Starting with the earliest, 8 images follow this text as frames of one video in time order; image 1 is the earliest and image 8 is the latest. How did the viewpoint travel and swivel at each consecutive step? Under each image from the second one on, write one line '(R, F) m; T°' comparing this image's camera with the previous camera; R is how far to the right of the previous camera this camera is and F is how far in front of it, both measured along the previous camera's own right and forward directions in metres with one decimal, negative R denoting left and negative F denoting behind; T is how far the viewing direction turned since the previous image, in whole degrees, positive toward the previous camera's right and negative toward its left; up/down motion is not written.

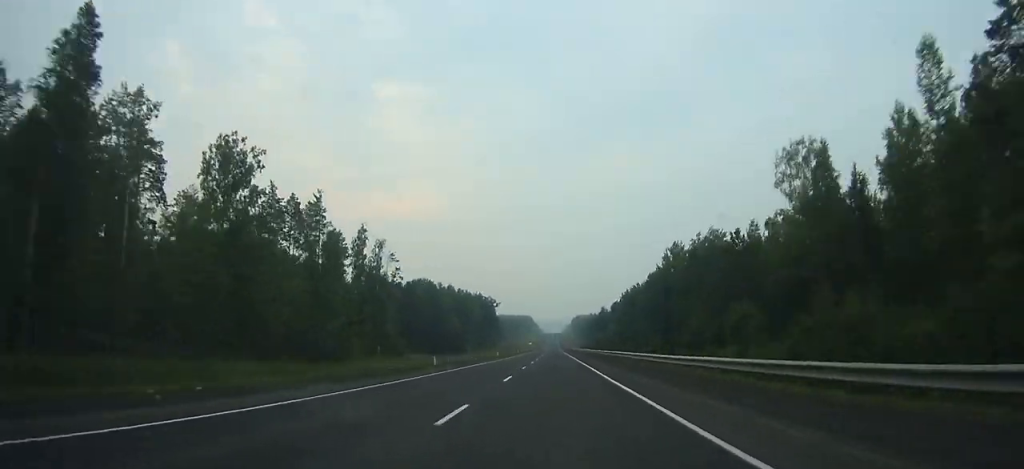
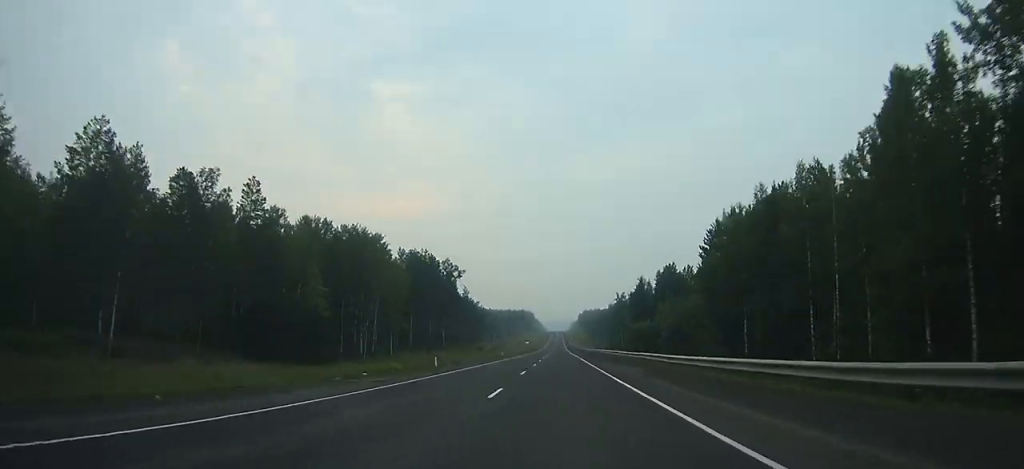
(-0.2, +104.7) m; 0°
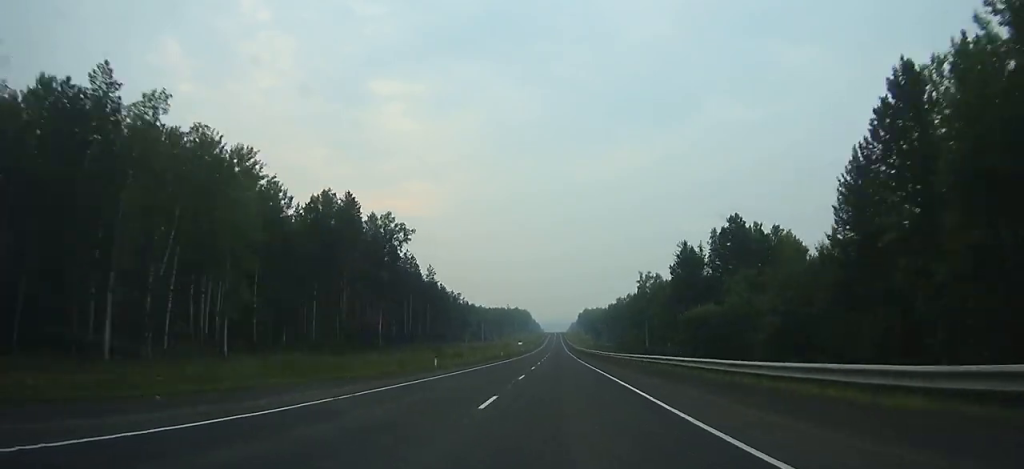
(0.0, +49.7) m; 0°
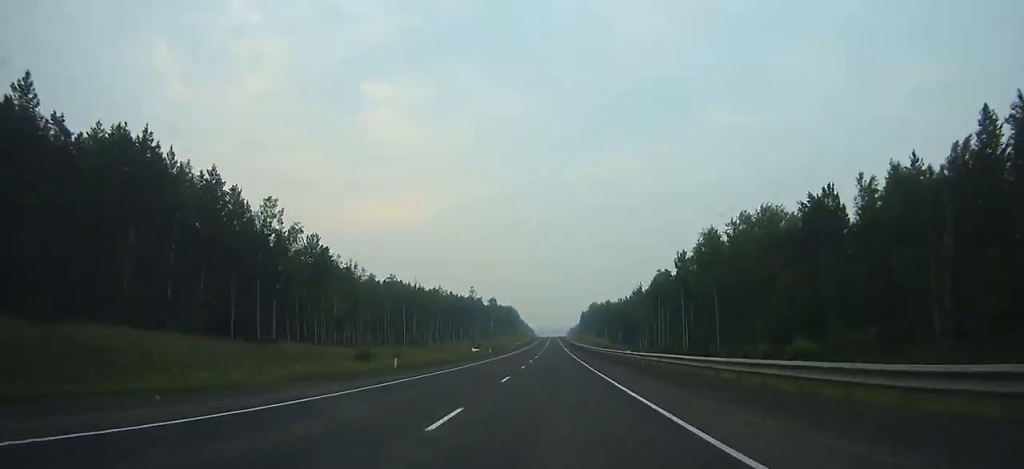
(+0.3, +156.7) m; 0°
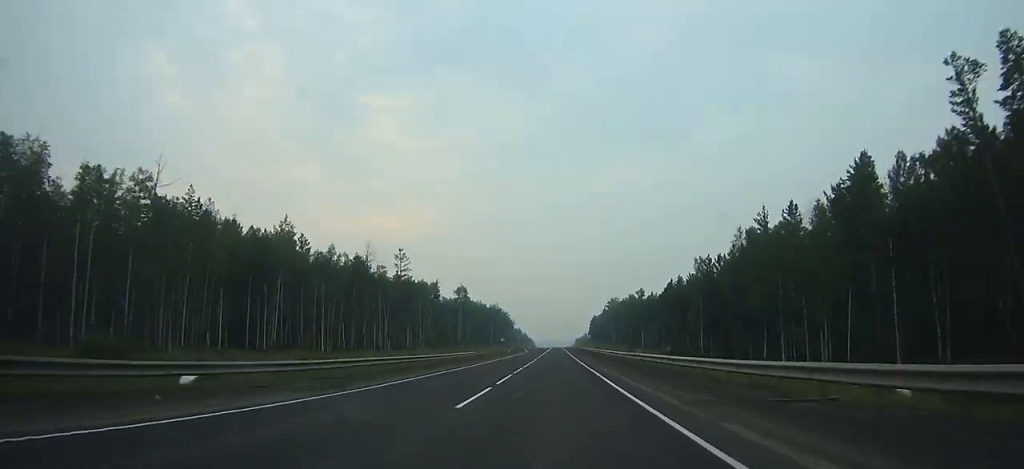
(-0.2, +112.8) m; 0°
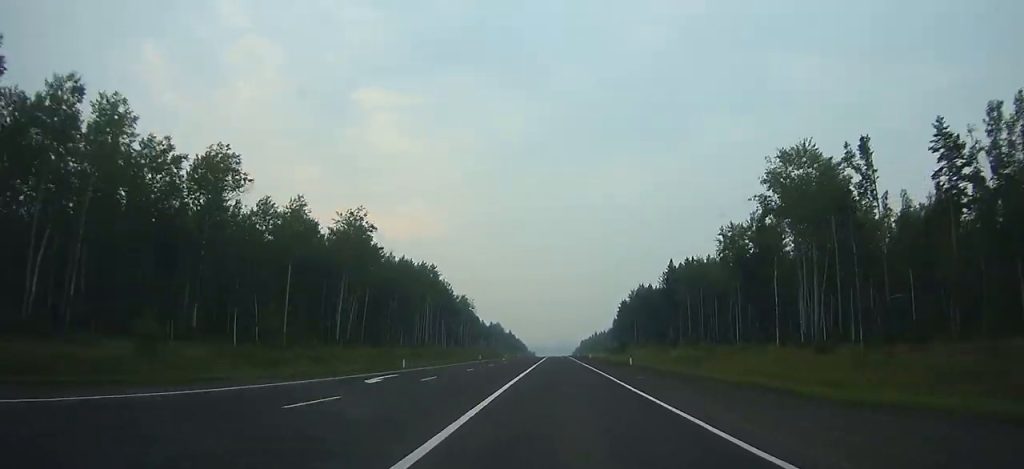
(-0.4, +220.9) m; 0°
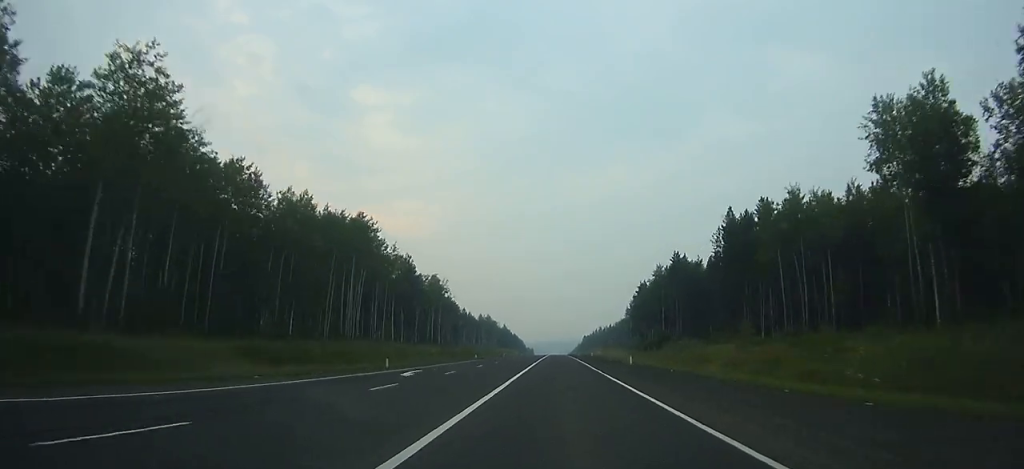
(+0.1, +55.4) m; 0°
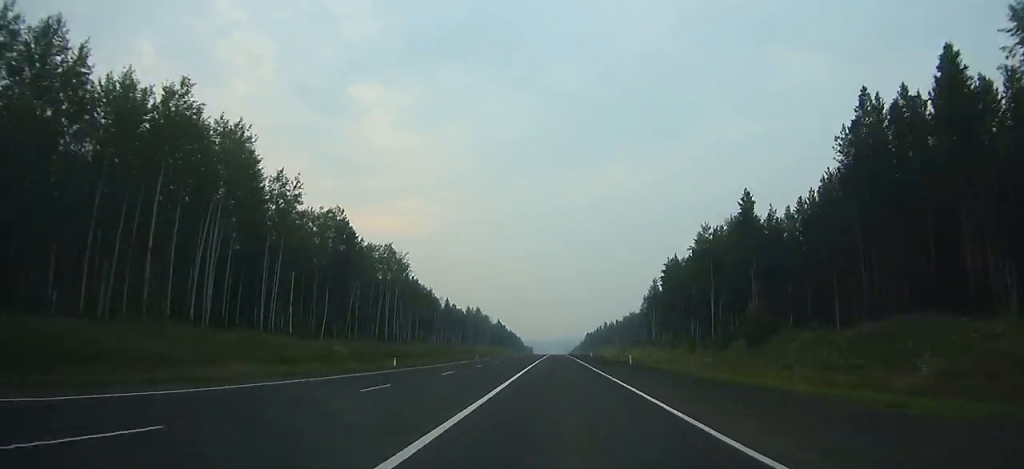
(0.0, +48.2) m; 0°
